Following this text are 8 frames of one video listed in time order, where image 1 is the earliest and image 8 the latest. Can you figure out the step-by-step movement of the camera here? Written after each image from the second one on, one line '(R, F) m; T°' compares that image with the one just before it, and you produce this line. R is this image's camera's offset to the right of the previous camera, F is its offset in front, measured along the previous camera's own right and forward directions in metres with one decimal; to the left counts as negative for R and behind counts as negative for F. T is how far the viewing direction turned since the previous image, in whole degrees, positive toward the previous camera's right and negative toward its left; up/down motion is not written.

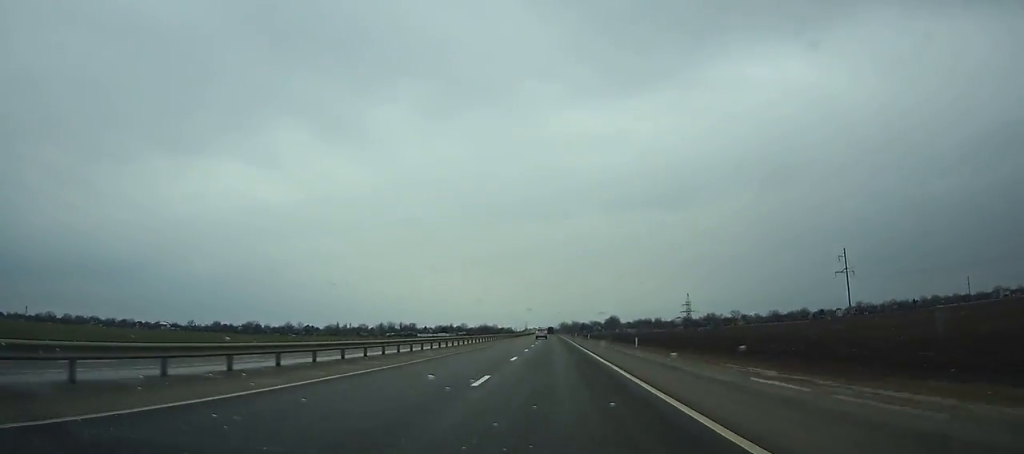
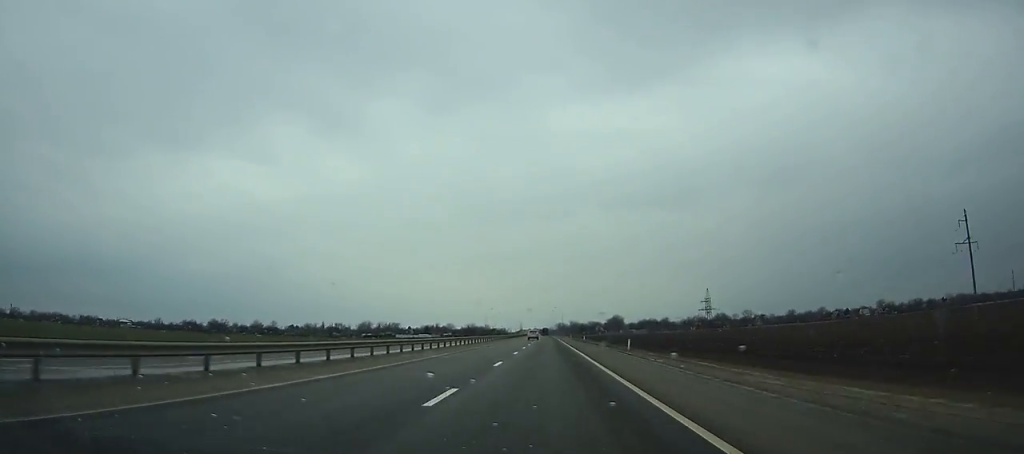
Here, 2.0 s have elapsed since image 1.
(+0.1, +51.2) m; 0°
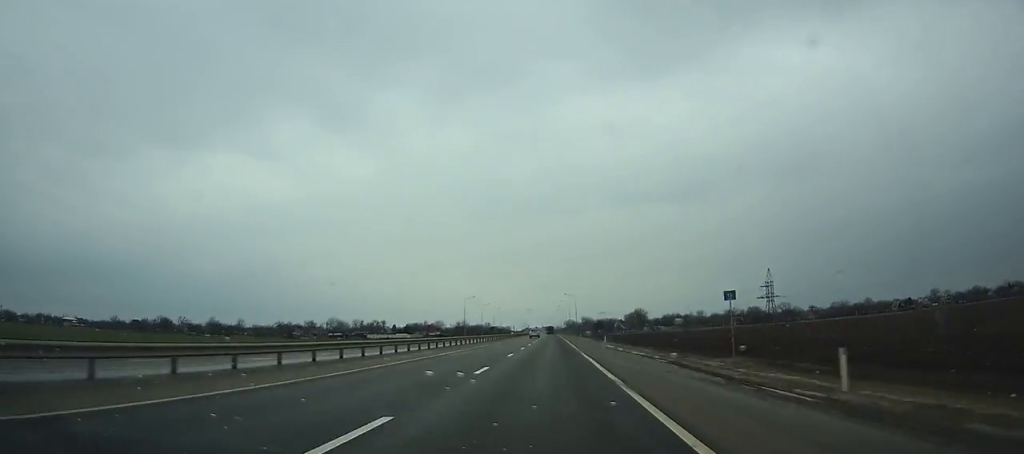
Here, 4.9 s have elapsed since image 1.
(-0.3, +74.6) m; 0°
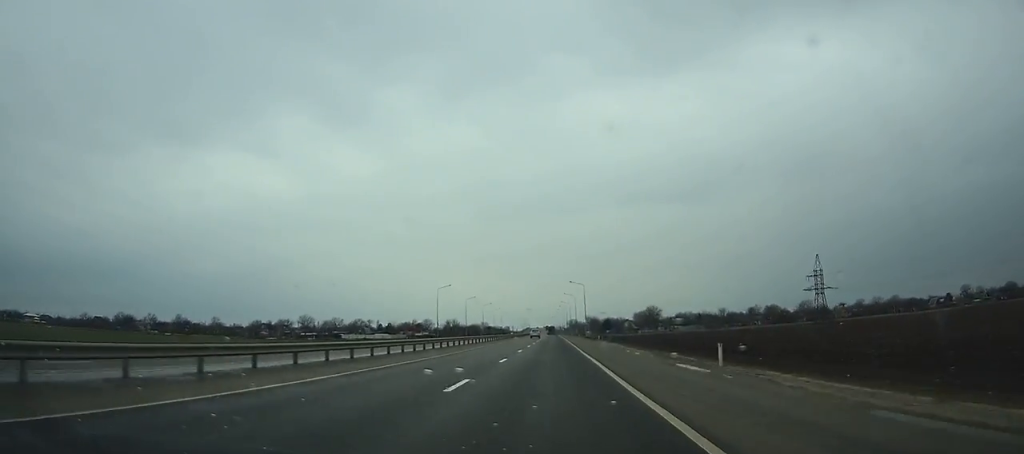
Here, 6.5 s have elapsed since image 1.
(-0.2, +41.2) m; 0°
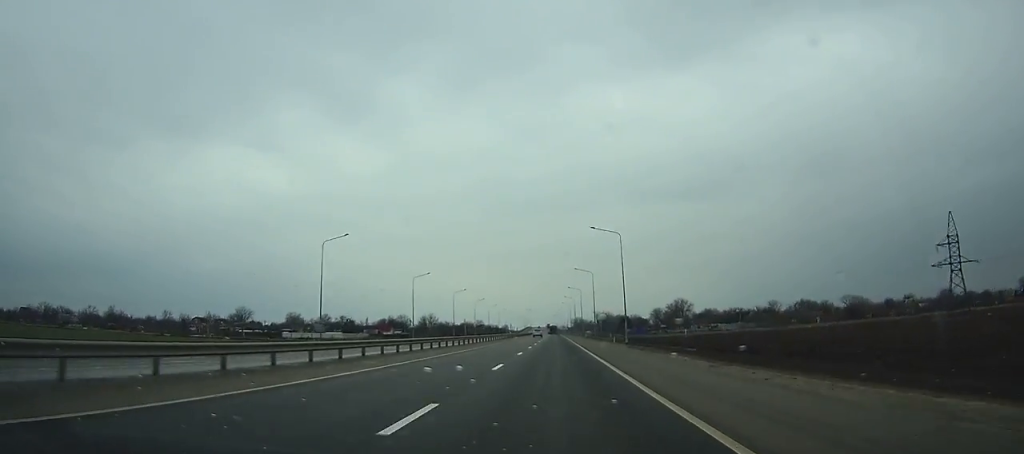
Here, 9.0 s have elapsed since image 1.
(-0.4, +64.5) m; -1°
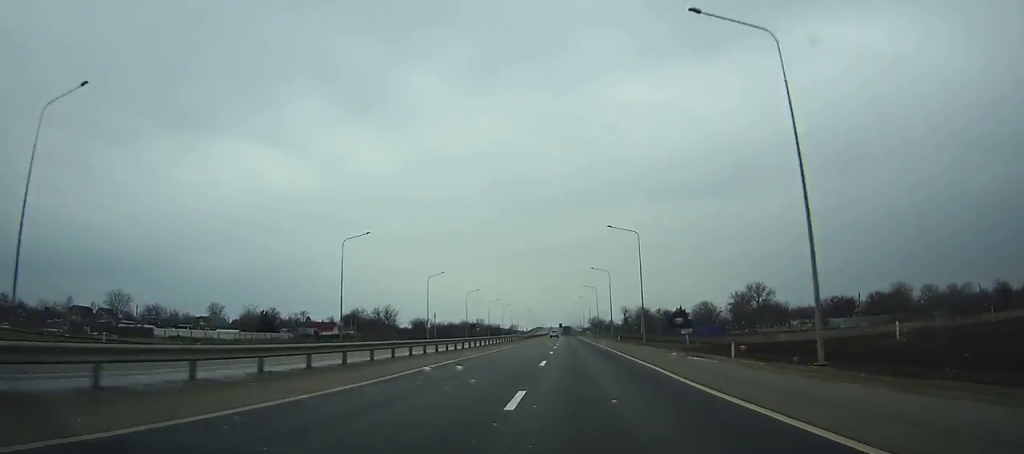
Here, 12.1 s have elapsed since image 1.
(-0.6, +80.1) m; 0°
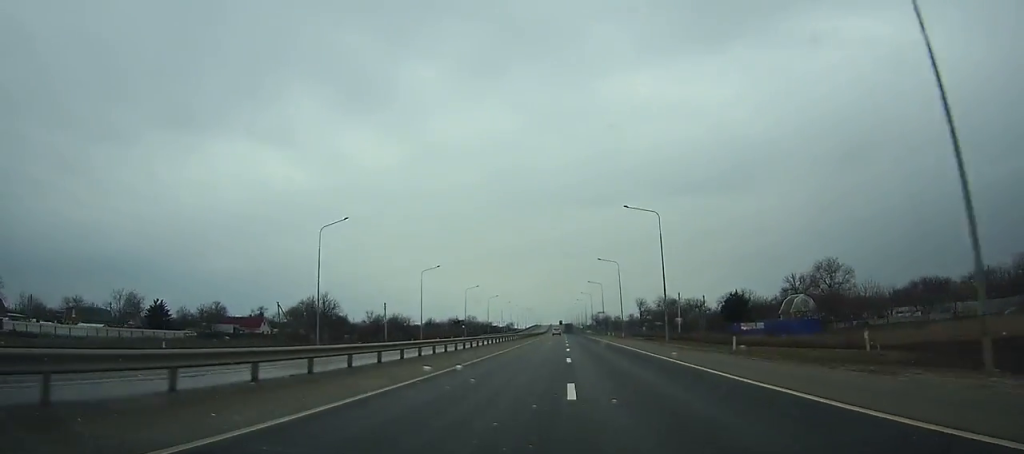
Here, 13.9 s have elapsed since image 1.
(-0.2, +46.7) m; 0°
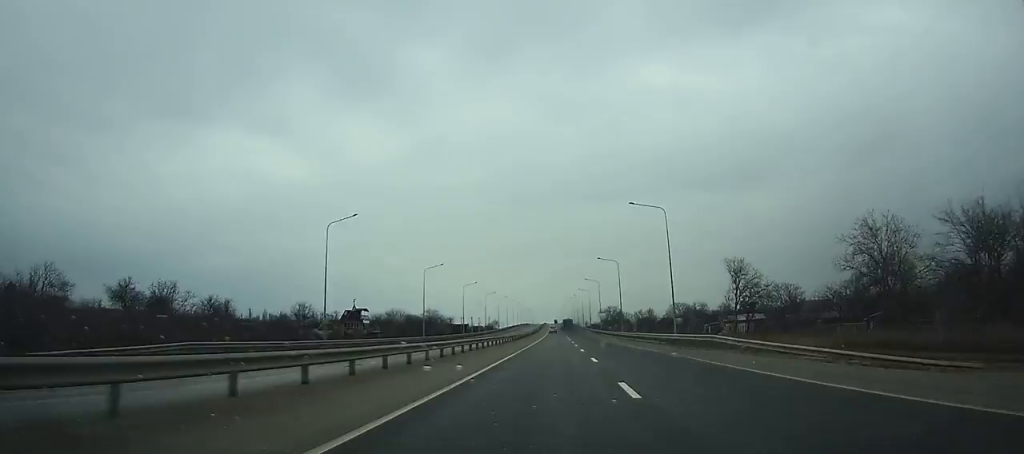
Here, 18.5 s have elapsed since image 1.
(+0.5, +120.8) m; 0°
